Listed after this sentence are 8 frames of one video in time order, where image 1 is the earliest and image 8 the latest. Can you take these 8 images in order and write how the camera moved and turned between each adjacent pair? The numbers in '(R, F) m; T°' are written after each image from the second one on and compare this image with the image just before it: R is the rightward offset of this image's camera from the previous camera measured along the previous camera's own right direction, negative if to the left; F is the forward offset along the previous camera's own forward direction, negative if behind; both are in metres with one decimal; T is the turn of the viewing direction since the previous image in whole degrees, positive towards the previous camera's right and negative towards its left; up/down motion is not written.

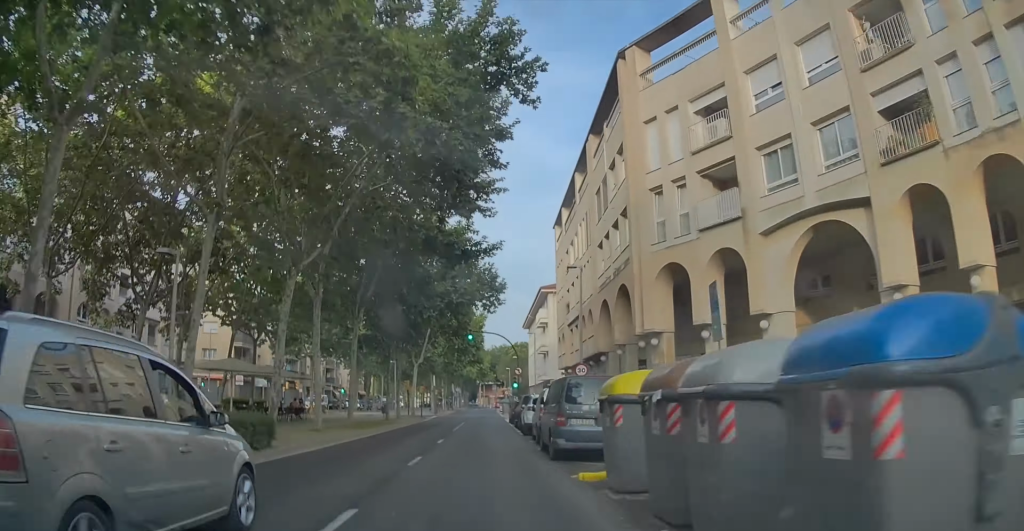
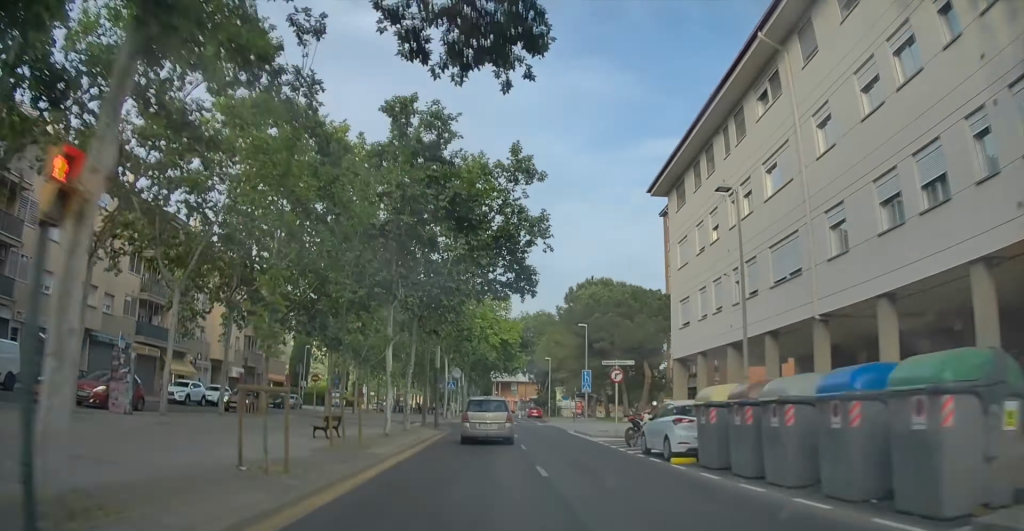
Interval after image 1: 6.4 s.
(-1.2, +61.1) m; +1°
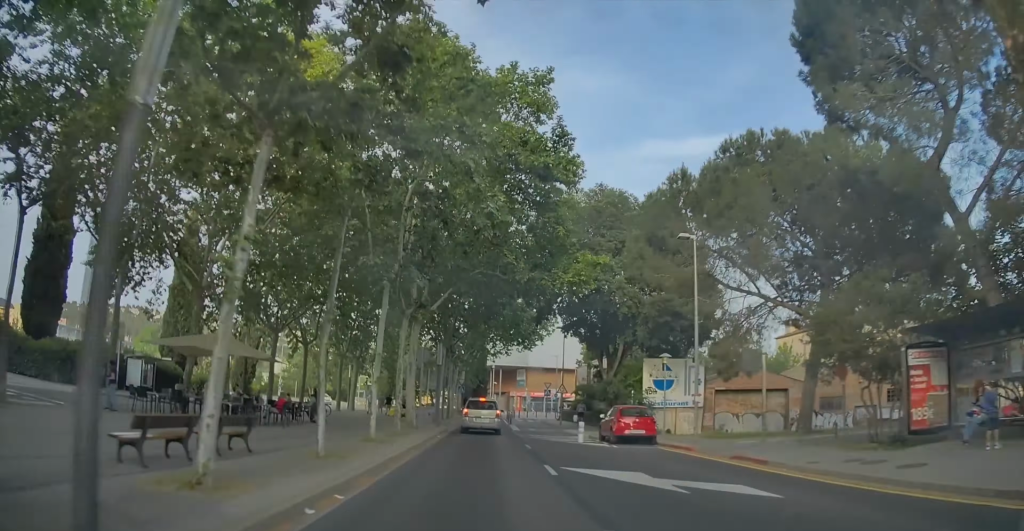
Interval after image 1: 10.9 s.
(-0.8, +43.8) m; +5°
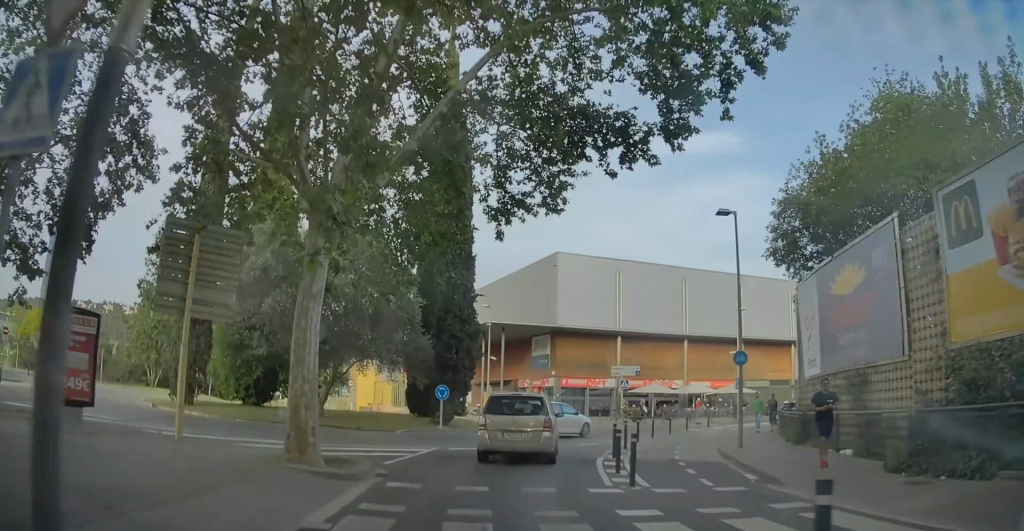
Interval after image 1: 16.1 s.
(+1.1, +49.9) m; +21°
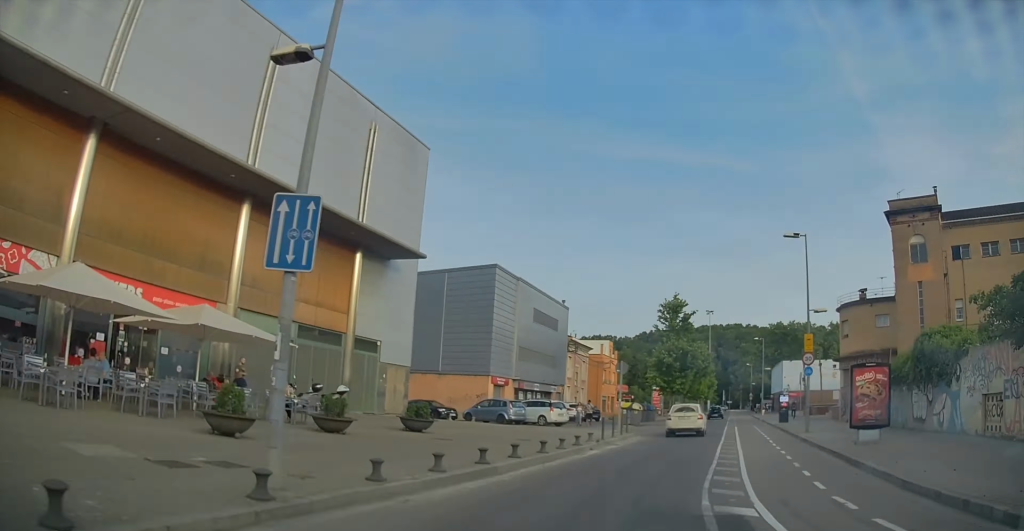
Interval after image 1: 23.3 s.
(+23.3, +61.0) m; +28°
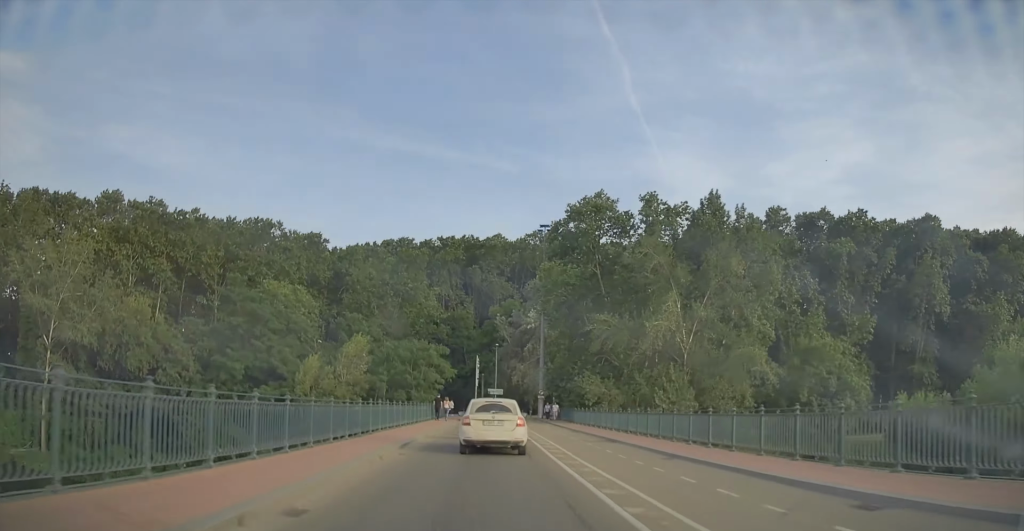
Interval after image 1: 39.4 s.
(+37.5, +150.9) m; +5°
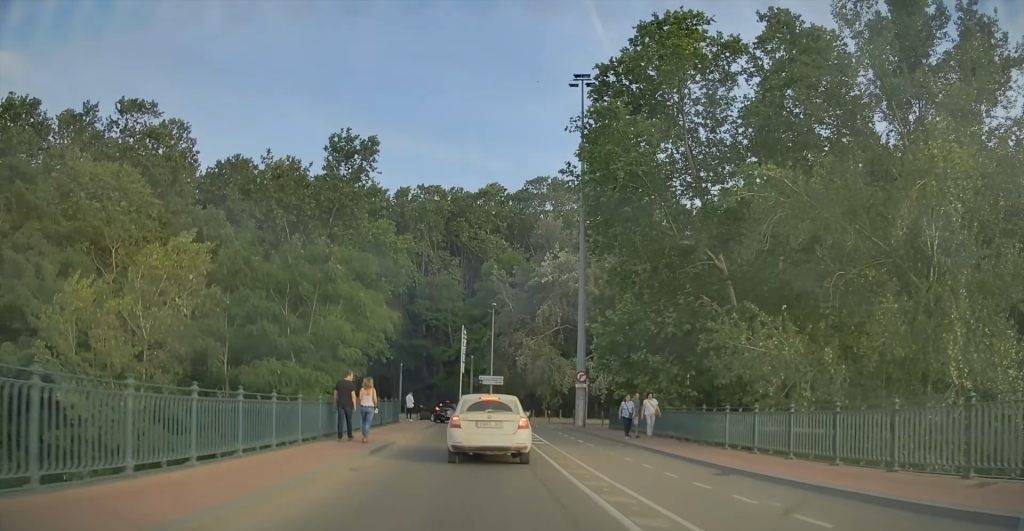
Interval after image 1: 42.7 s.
(+2.5, +28.2) m; -8°
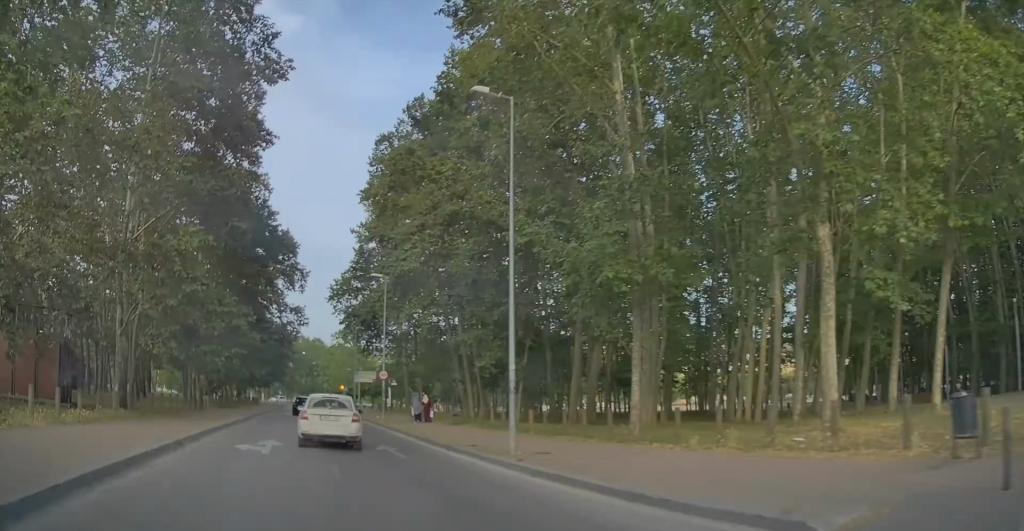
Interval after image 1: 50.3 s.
(-18.0, +56.6) m; -34°
